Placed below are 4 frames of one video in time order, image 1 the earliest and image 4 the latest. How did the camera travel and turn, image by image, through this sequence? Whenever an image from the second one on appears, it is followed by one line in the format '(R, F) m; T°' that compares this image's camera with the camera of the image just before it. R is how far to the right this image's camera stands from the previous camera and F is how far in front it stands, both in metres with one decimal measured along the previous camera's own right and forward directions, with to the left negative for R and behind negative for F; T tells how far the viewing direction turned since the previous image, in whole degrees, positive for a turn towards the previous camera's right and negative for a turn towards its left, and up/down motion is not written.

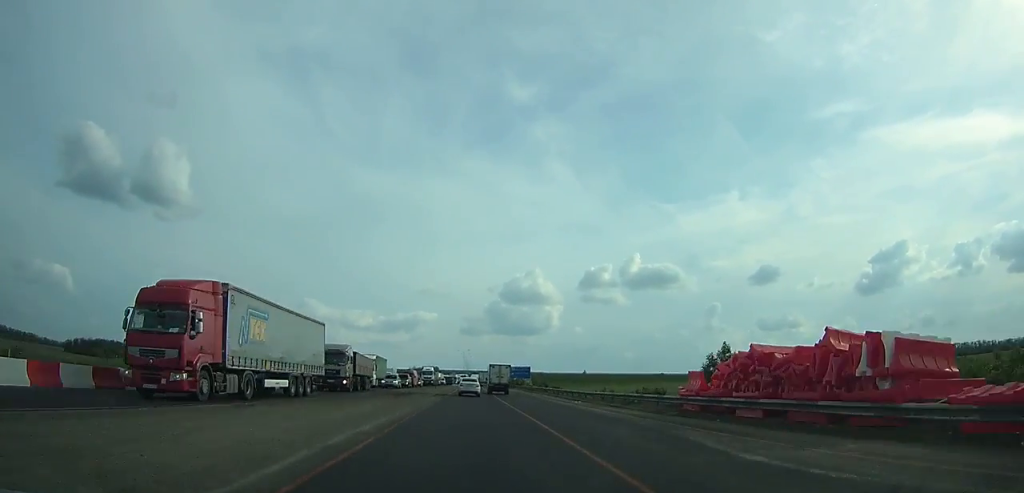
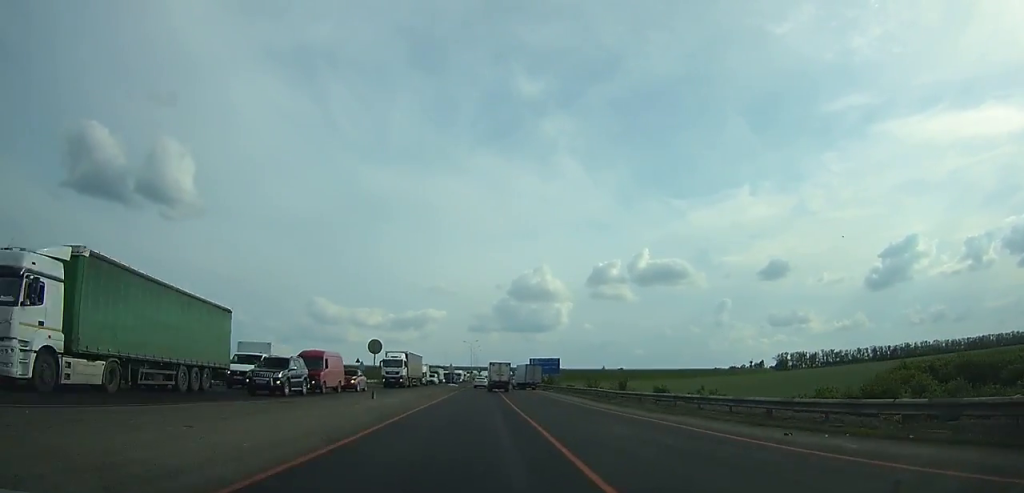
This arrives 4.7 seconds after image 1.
(-0.2, +48.5) m; 0°
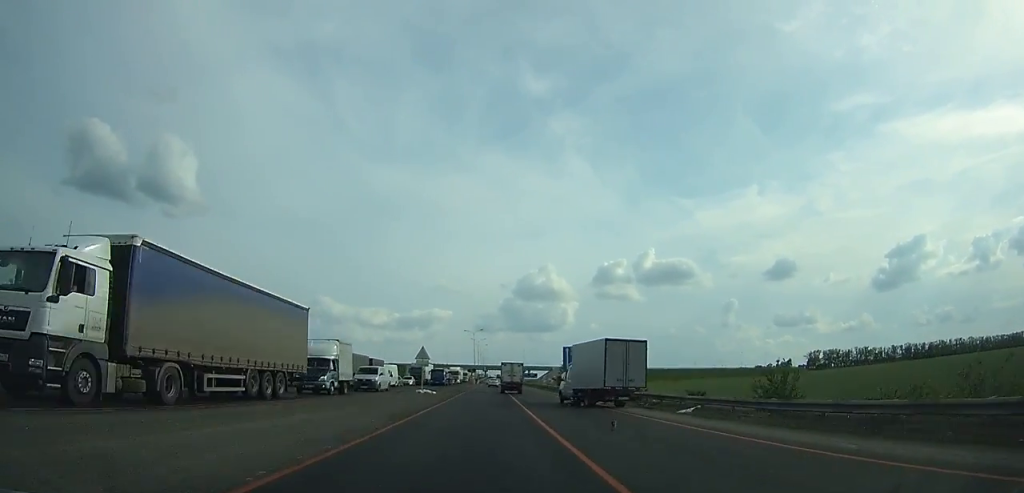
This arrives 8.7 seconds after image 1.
(-0.1, +48.2) m; 0°
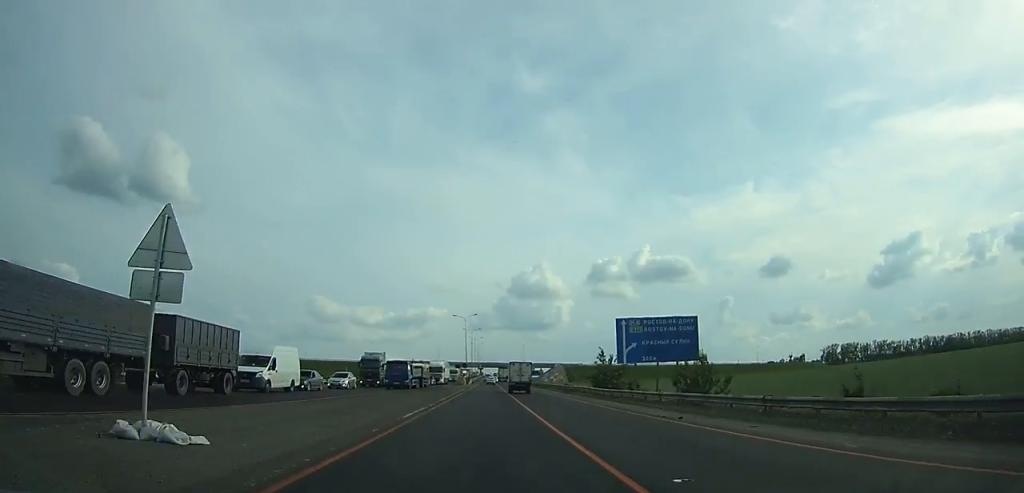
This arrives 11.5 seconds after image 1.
(0.0, +36.9) m; 0°
